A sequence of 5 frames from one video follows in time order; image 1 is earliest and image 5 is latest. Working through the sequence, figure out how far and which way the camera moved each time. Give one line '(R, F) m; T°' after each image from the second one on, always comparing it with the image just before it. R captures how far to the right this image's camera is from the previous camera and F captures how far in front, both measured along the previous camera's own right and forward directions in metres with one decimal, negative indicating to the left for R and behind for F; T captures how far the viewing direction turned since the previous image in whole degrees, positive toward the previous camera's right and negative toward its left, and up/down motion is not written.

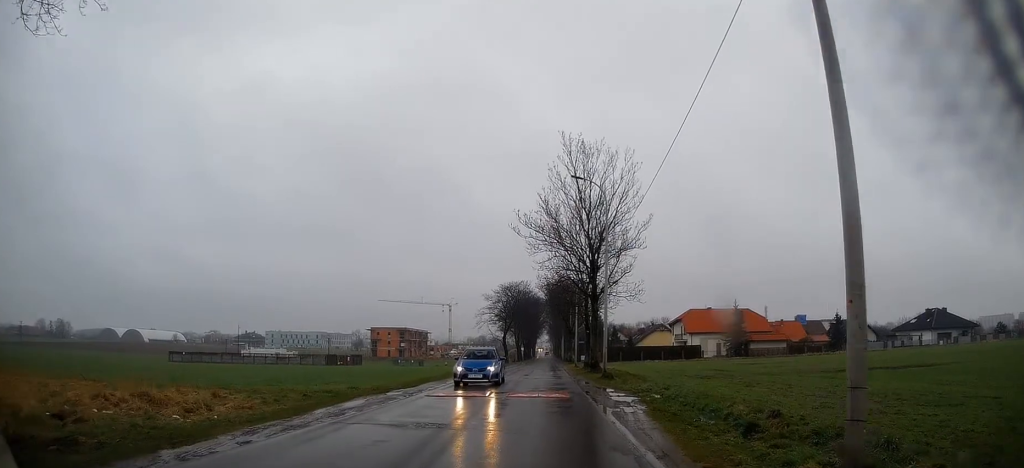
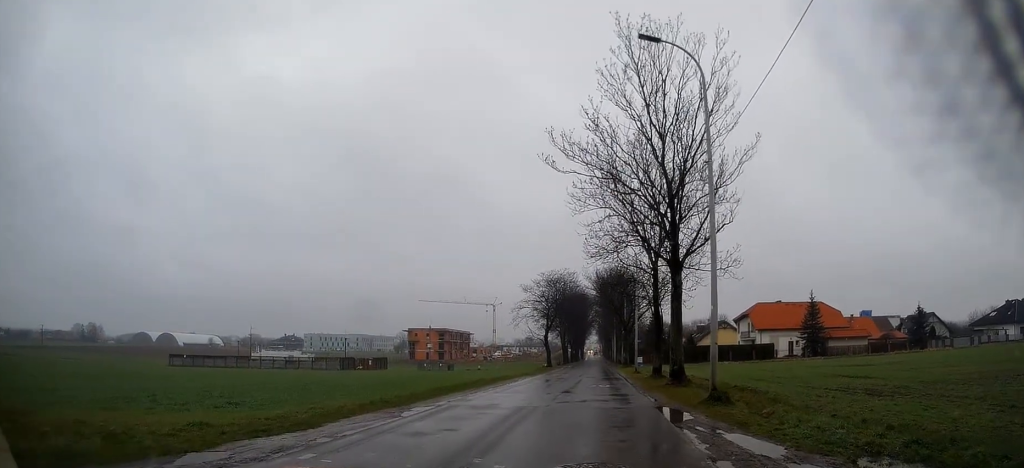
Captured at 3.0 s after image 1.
(-0.5, +13.9) m; -4°
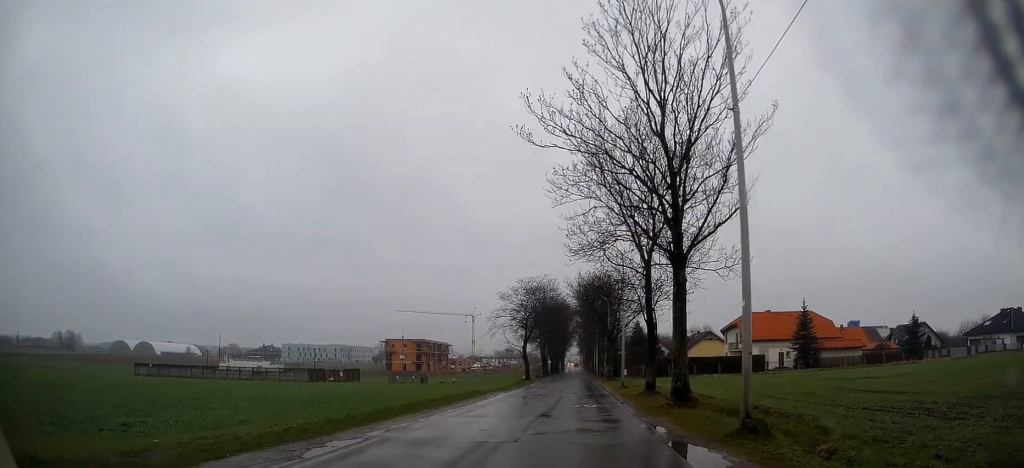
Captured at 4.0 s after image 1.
(+0.1, +4.0) m; +3°
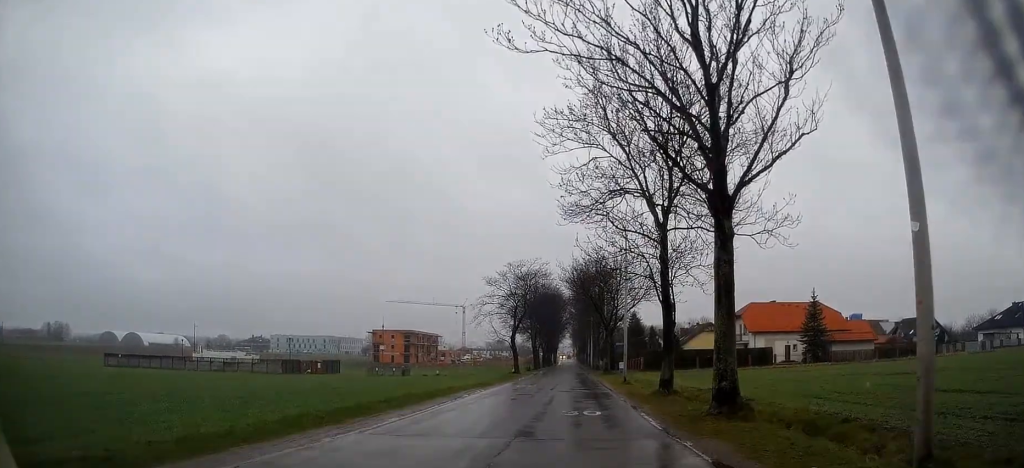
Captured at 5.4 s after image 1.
(+0.2, +6.4) m; +2°
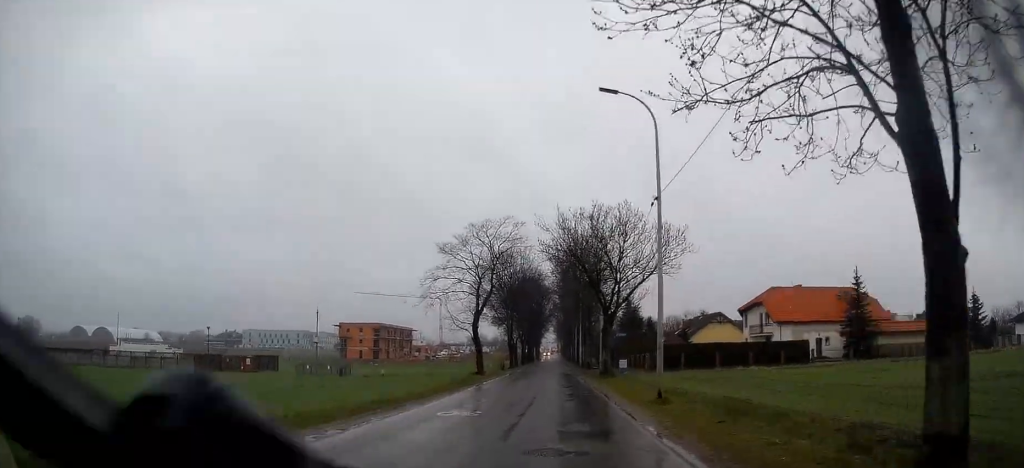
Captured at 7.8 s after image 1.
(-0.1, +14.5) m; -2°
